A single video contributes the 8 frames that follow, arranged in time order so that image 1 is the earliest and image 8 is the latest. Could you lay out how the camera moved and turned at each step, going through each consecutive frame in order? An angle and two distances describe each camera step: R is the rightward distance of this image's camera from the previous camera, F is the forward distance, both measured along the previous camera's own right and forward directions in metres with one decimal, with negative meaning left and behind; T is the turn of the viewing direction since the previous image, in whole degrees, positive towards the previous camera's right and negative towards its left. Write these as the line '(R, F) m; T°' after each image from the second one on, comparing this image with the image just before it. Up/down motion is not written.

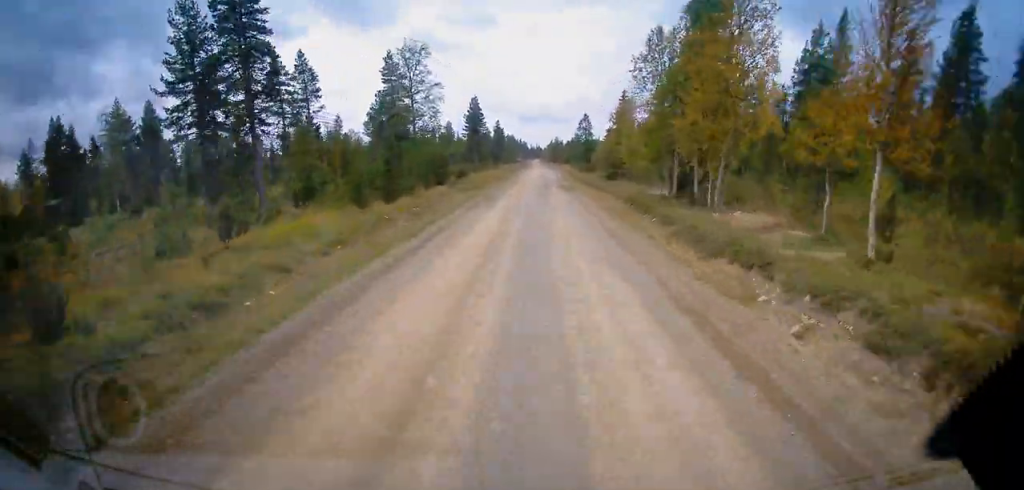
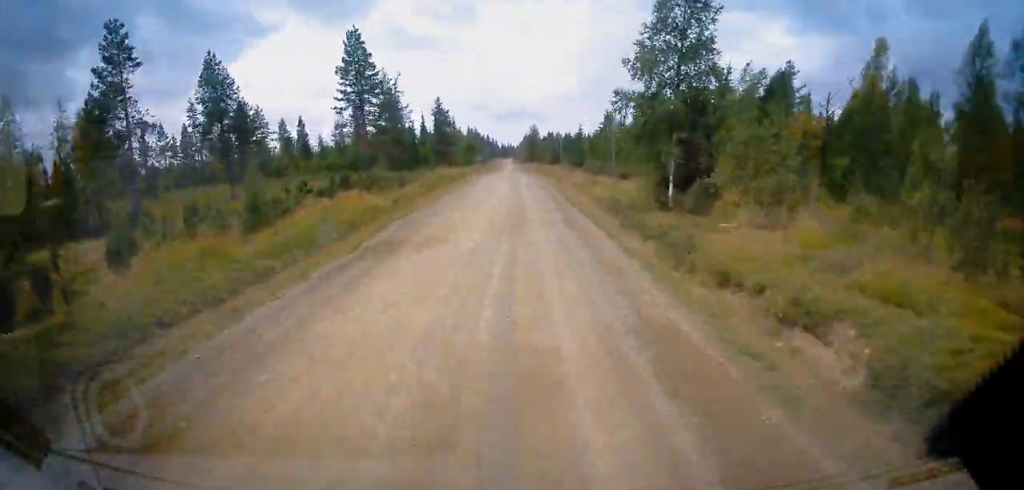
(+0.5, +60.6) m; -1°
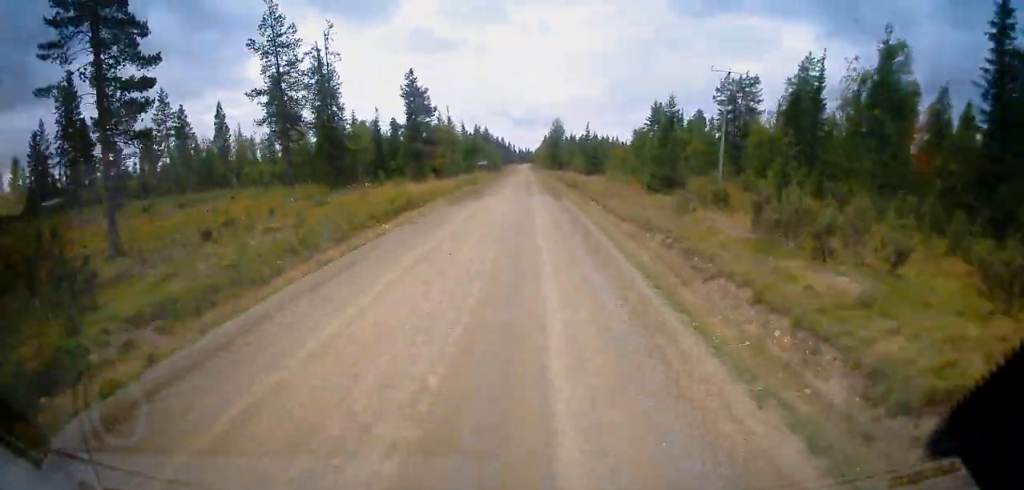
(-0.5, +38.1) m; -1°
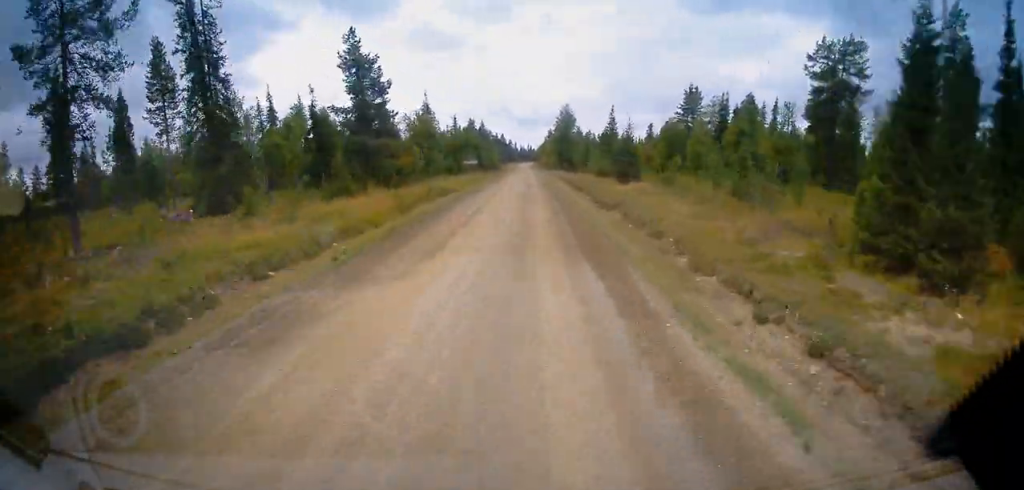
(0.0, +23.1) m; 0°
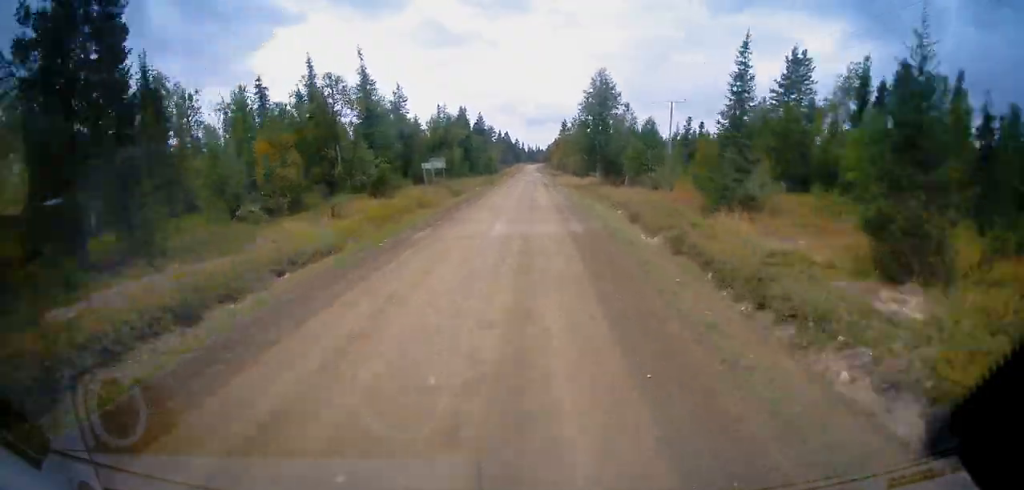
(-0.2, +36.2) m; 0°
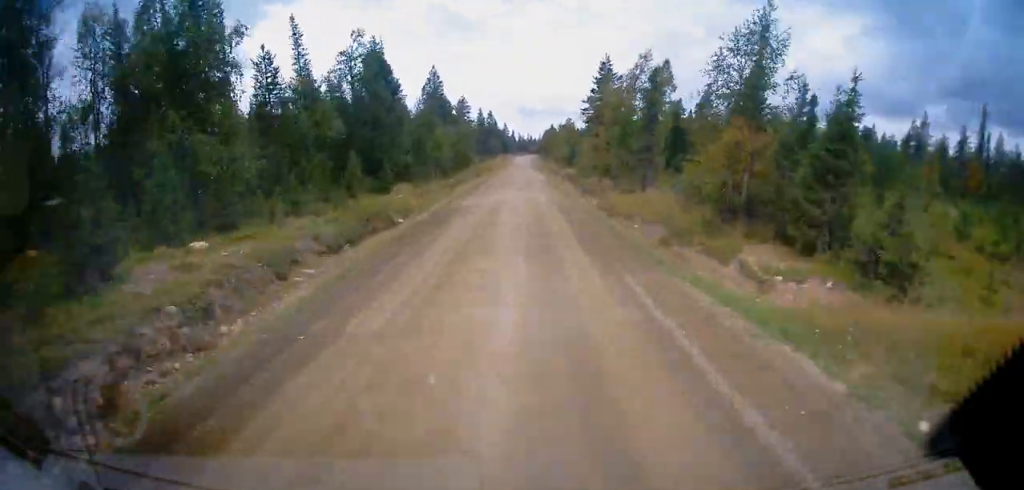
(+0.4, +62.8) m; -3°
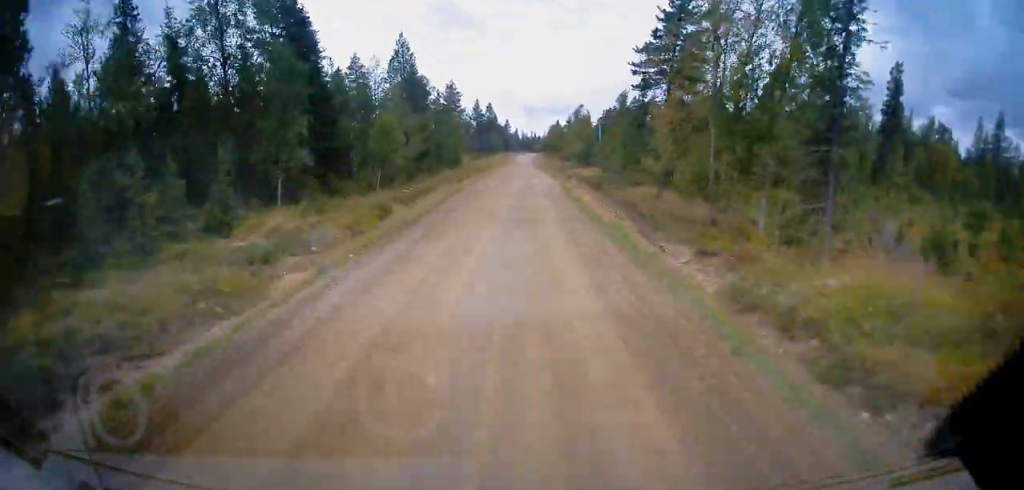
(+1.3, +20.6) m; -4°
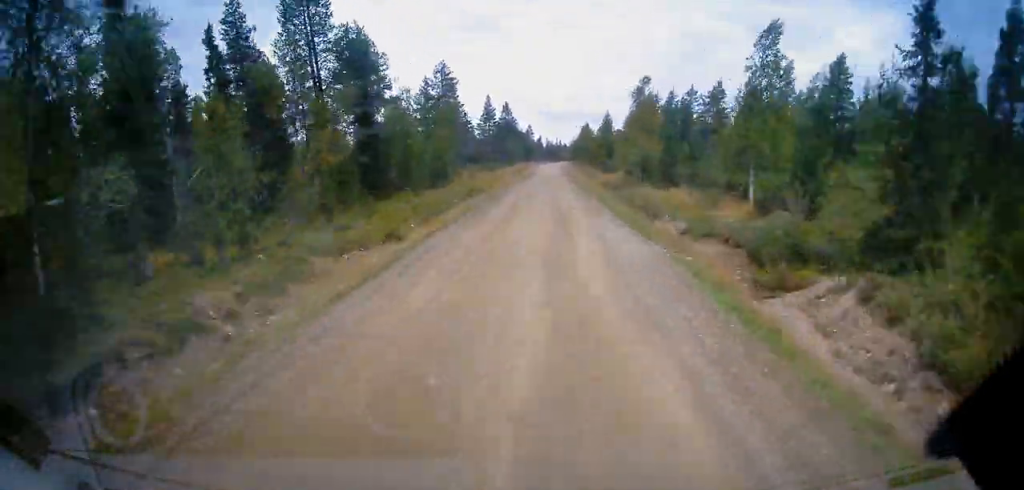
(-3.5, +28.7) m; +4°
